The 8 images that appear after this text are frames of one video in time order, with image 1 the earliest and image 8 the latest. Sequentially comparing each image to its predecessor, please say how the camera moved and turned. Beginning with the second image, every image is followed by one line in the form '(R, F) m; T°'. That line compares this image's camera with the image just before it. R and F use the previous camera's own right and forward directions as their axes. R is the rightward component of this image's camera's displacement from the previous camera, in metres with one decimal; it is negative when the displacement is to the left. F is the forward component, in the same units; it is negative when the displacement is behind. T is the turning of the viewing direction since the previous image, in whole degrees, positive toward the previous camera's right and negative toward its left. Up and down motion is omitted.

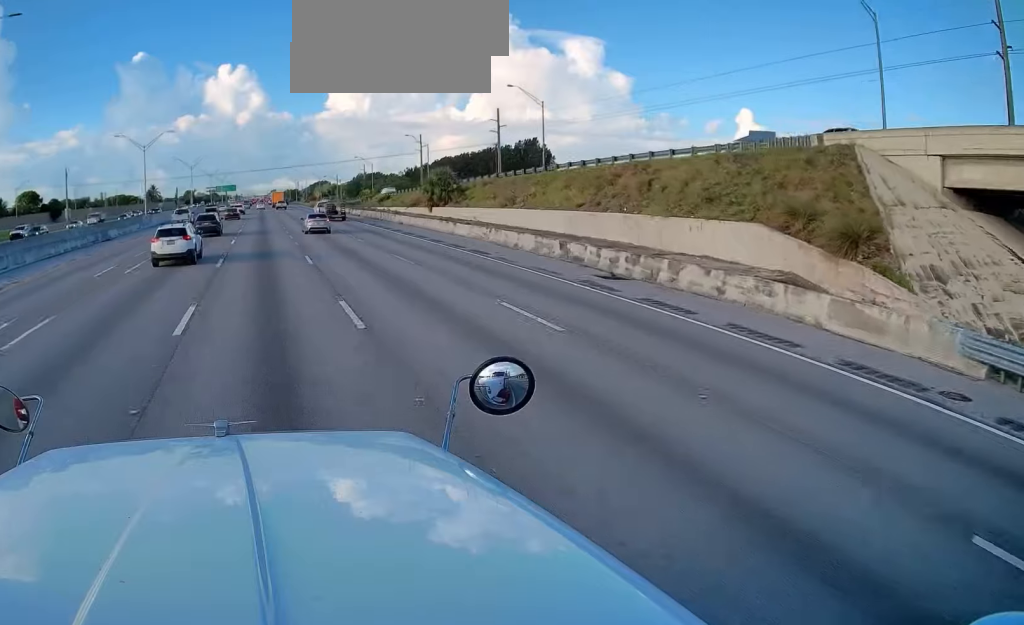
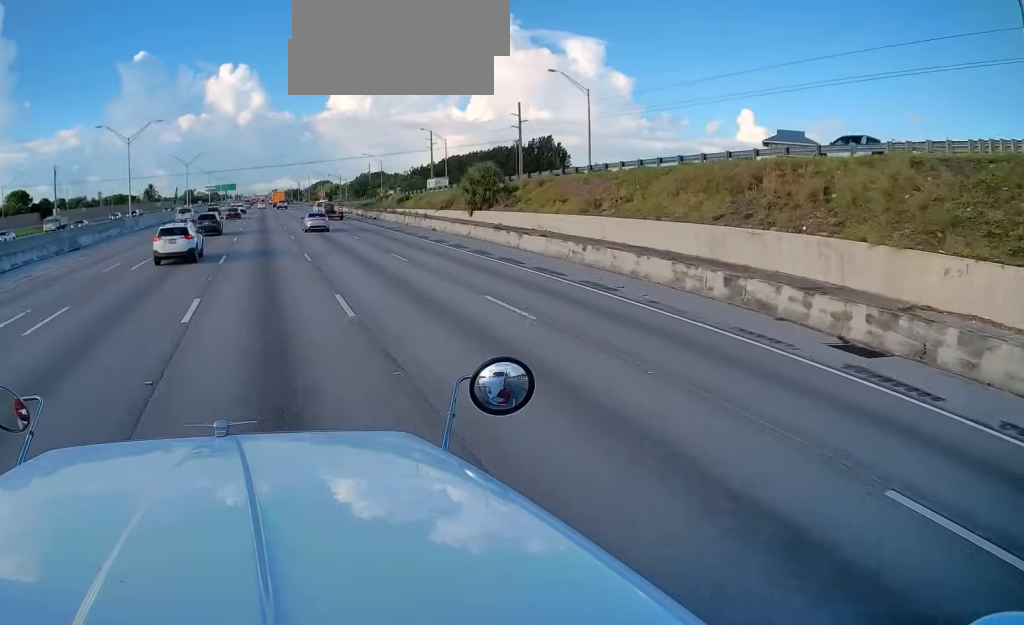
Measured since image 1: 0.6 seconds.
(+0.1, +10.9) m; -1°
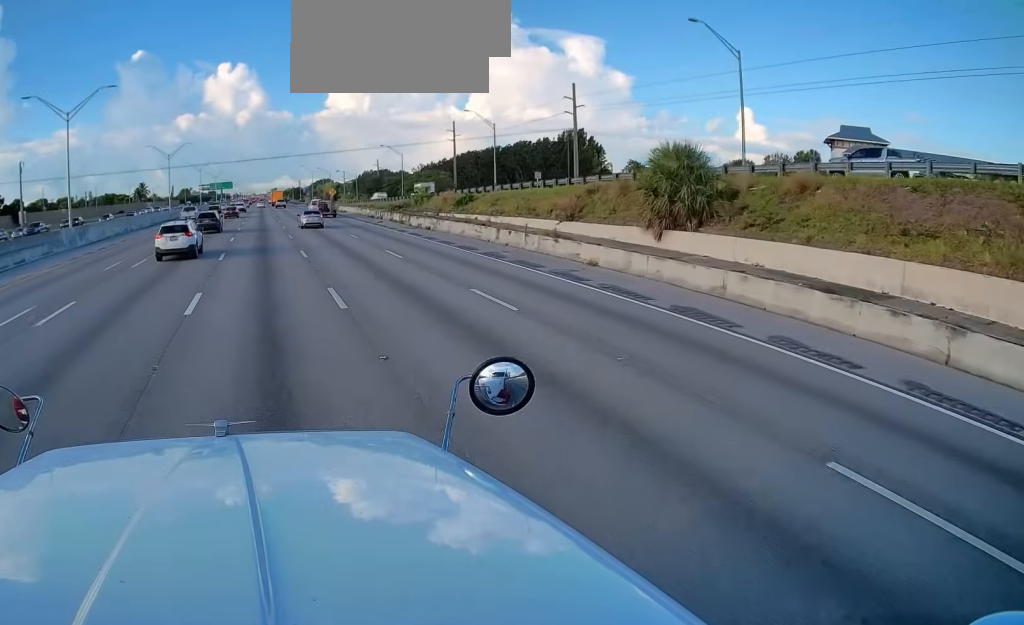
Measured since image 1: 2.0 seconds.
(-0.2, +23.5) m; 0°
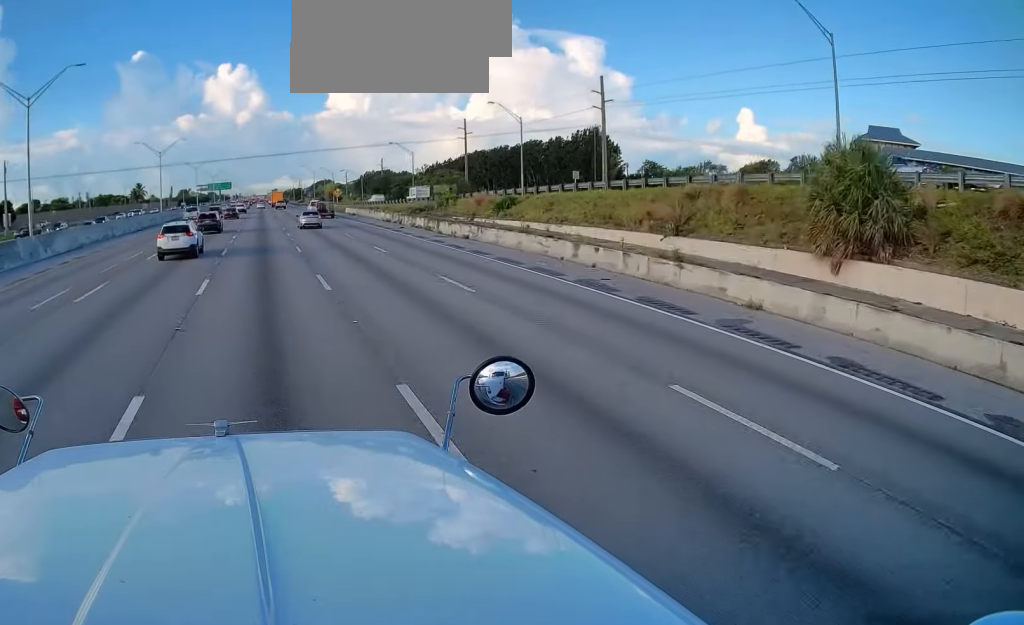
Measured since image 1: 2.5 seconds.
(+0.2, +9.2) m; 0°
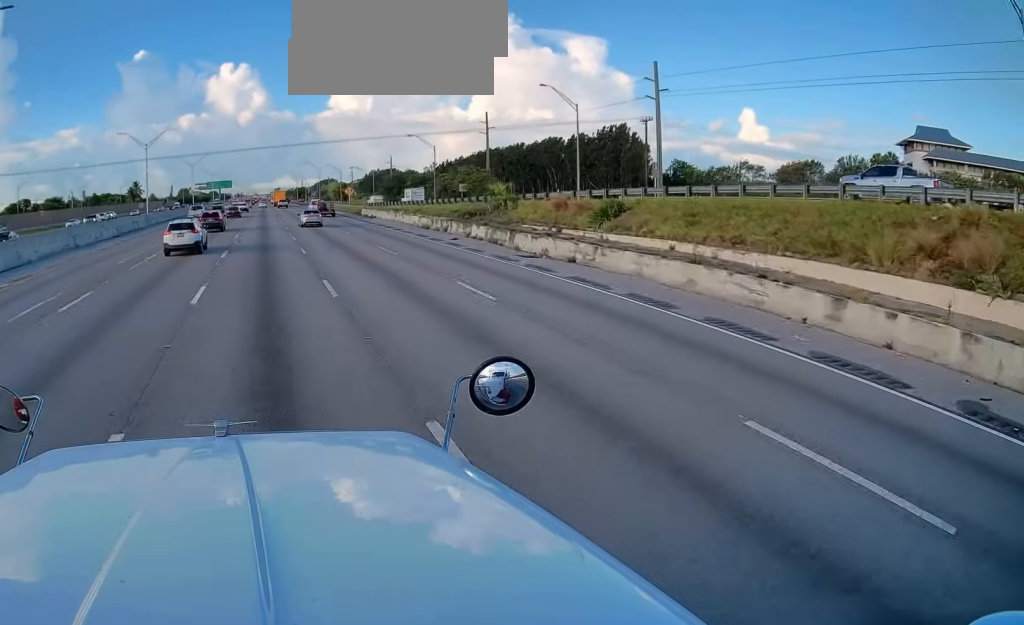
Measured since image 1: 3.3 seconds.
(-0.2, +13.8) m; 0°
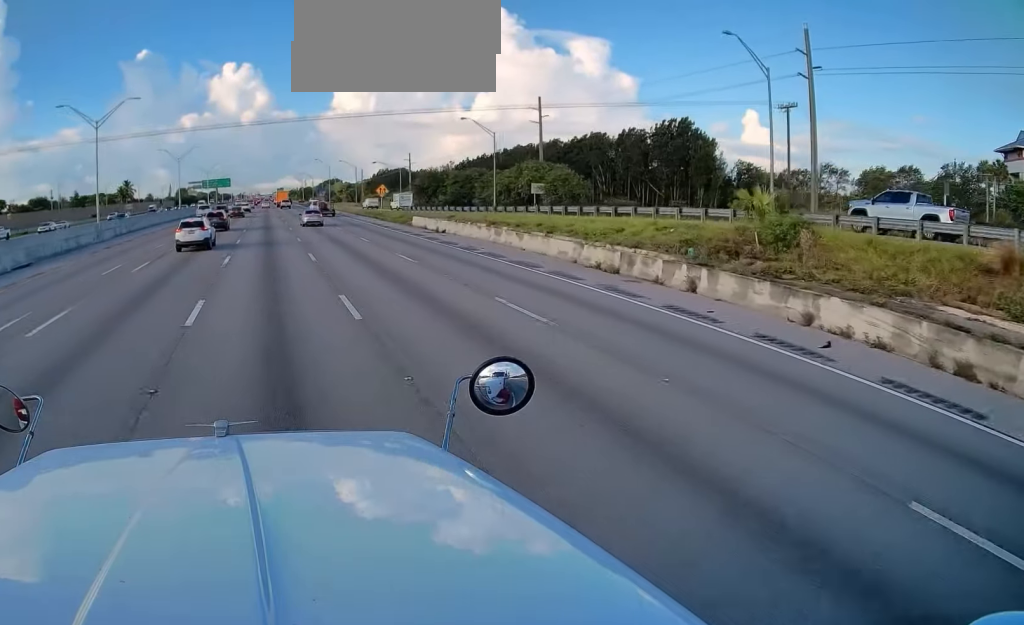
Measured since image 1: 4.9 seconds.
(+0.4, +27.0) m; +1°
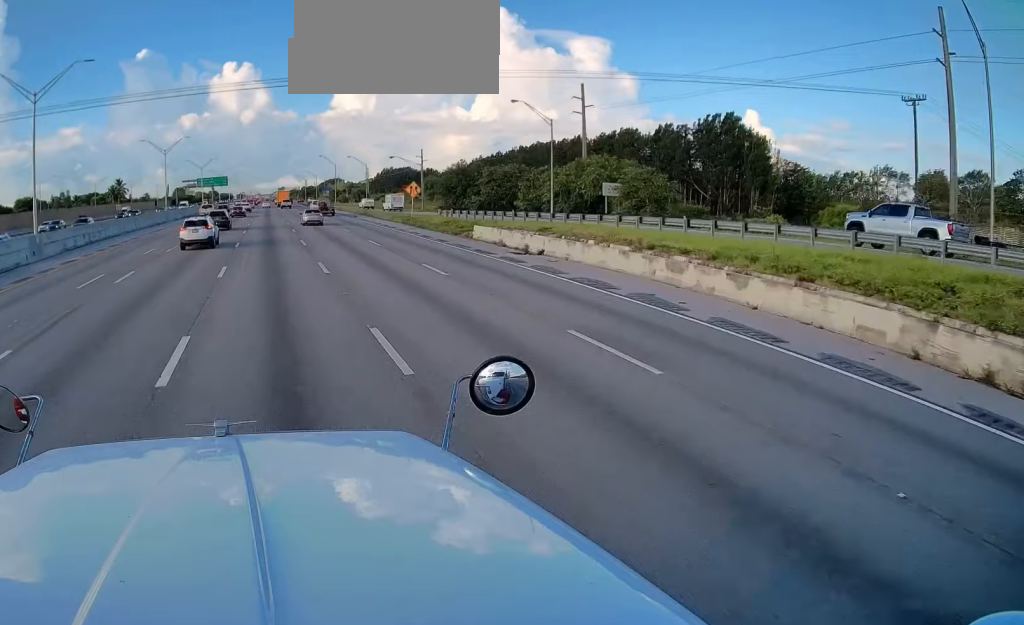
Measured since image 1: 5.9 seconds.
(0.0, +16.6) m; -1°
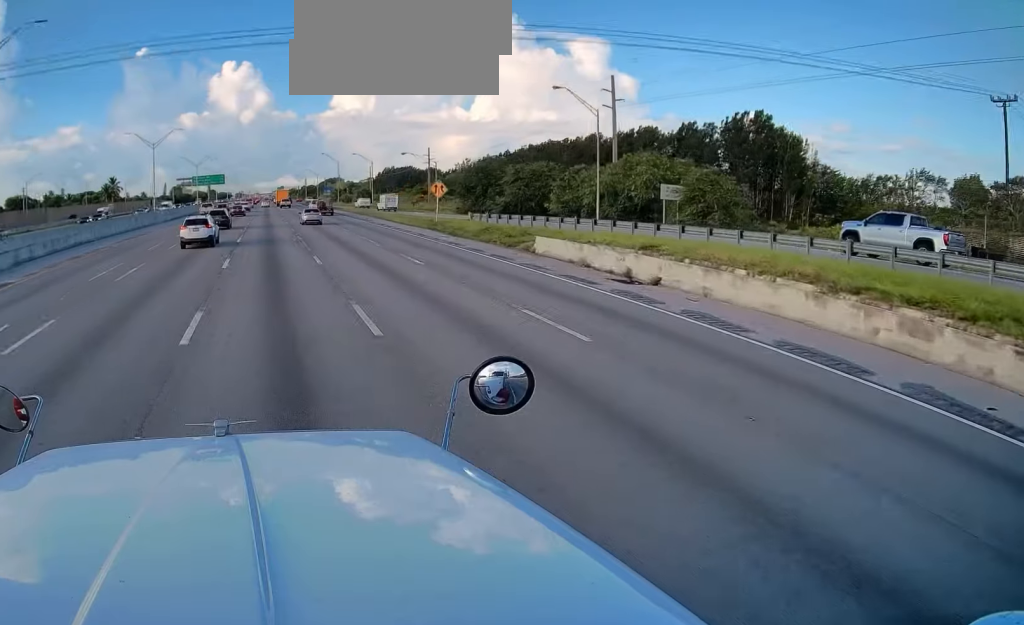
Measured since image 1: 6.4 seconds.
(-0.2, +9.7) m; 0°
